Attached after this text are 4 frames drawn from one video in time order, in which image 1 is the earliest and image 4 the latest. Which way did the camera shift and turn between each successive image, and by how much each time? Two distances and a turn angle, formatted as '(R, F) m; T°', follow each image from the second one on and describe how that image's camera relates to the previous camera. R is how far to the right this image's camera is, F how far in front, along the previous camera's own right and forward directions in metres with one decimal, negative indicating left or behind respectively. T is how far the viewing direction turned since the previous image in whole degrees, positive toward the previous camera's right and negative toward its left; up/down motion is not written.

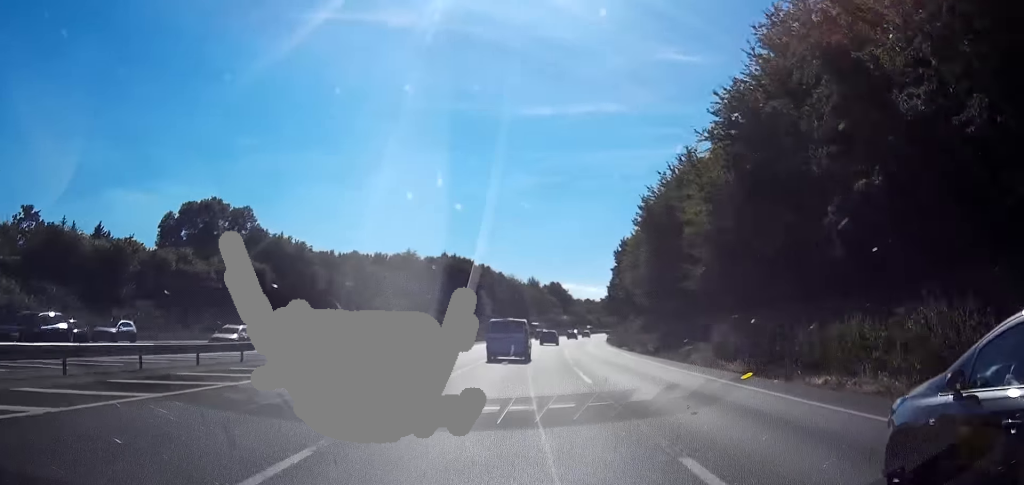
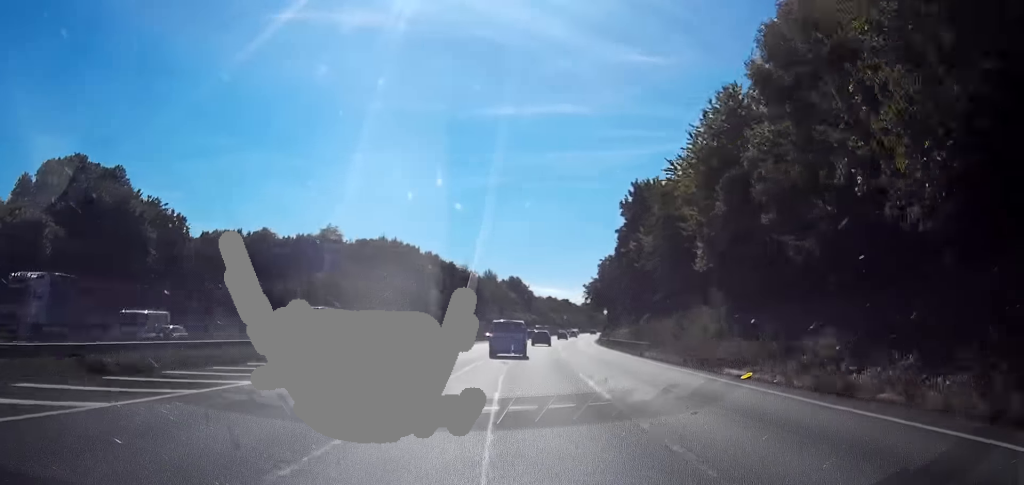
(+1.3, +41.4) m; +3°
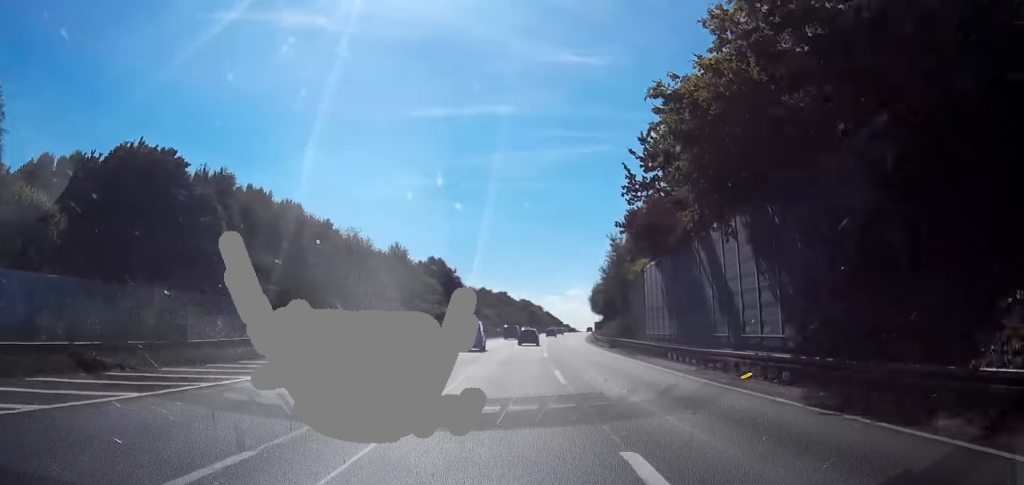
(+3.6, +86.2) m; +4°
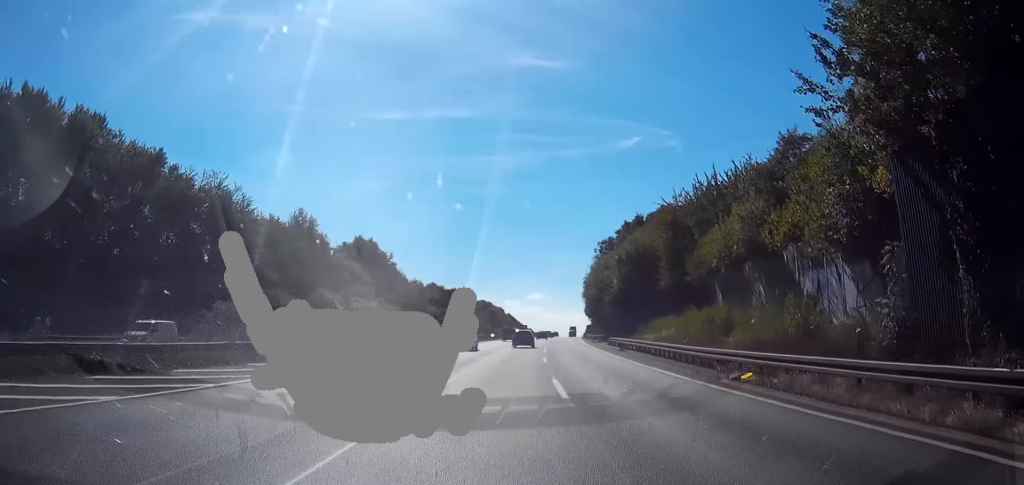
(+0.6, +59.4) m; +3°
